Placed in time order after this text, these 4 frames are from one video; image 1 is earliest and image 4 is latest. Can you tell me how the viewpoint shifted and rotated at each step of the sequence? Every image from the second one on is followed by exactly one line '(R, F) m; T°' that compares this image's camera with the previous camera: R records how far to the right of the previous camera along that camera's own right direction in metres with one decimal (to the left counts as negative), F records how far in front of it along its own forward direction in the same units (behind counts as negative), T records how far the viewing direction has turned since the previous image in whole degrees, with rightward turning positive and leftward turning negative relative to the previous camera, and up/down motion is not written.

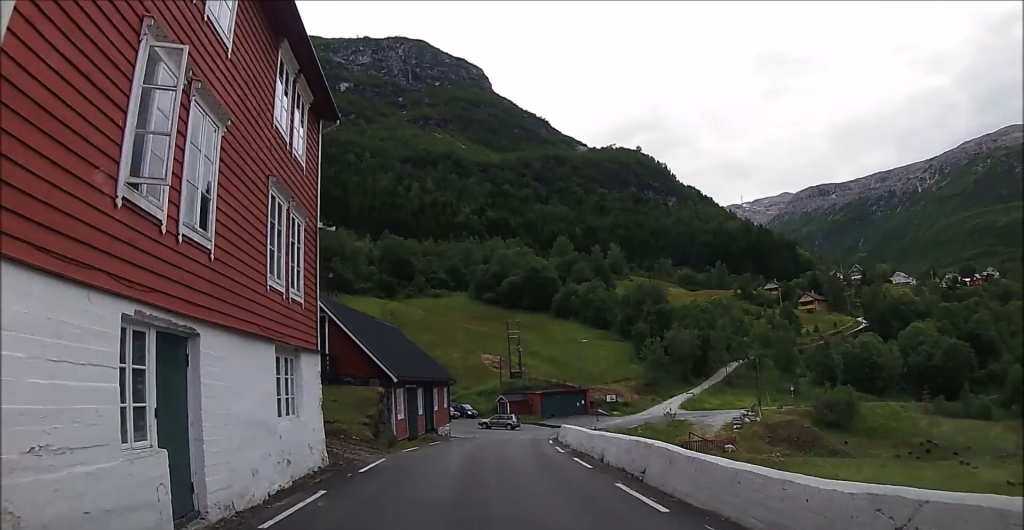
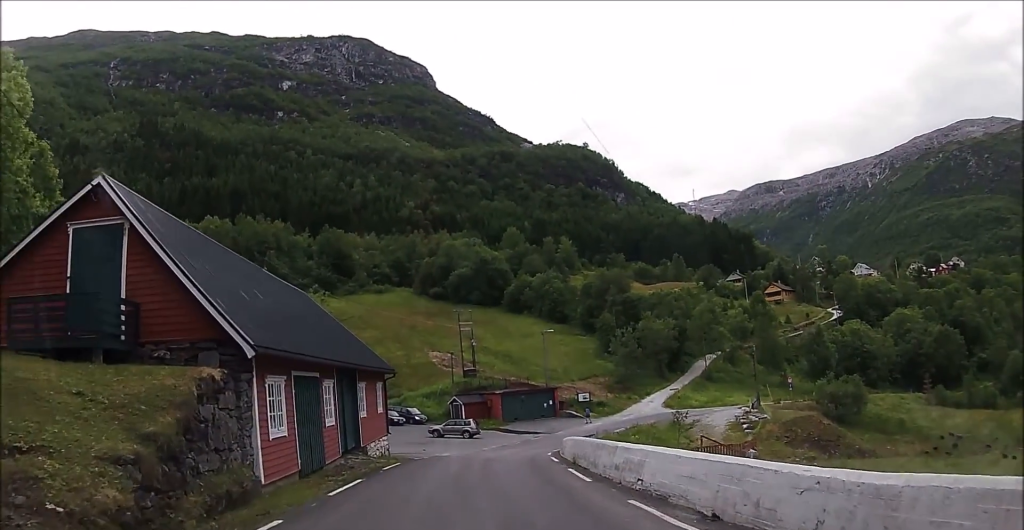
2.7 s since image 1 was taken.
(+1.3, +14.5) m; +7°
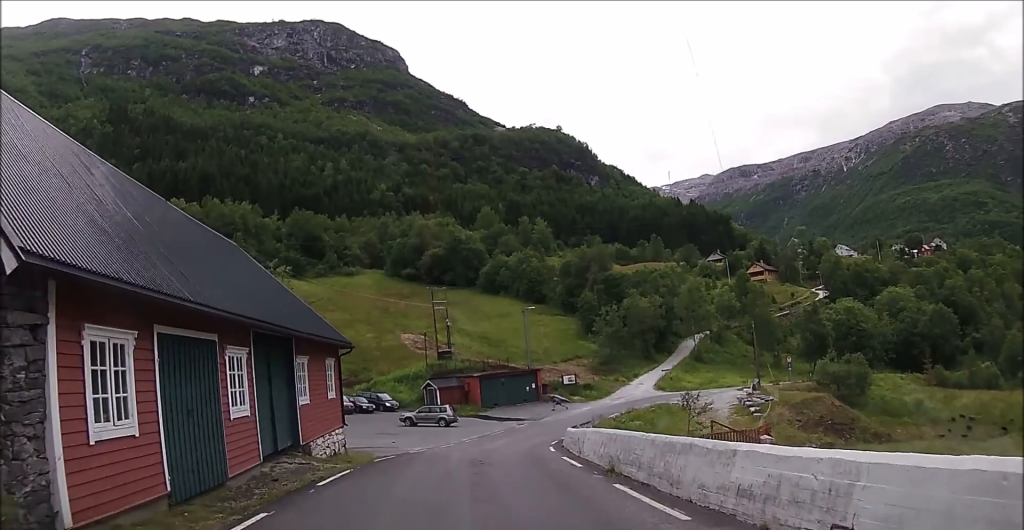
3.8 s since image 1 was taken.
(-0.1, +6.2) m; +1°
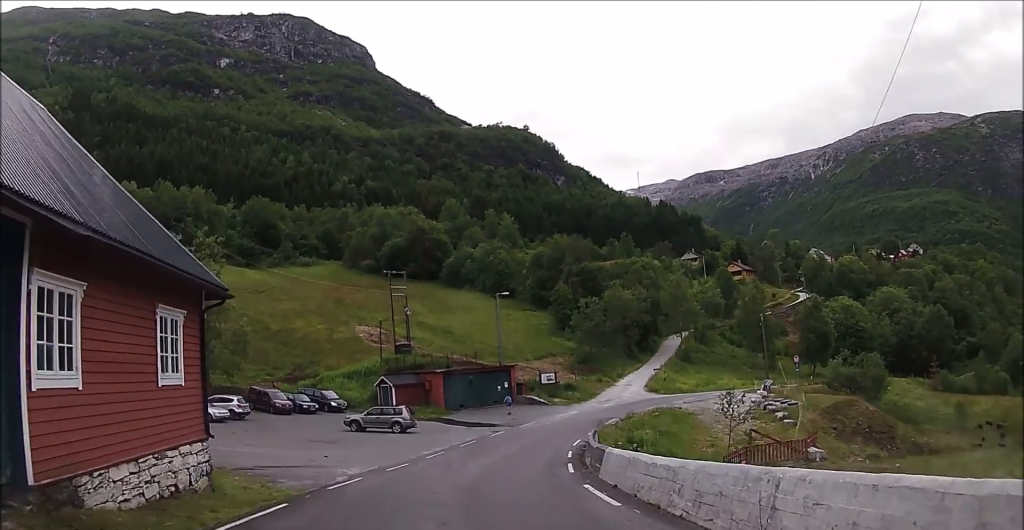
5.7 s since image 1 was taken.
(+0.1, +10.9) m; 0°
